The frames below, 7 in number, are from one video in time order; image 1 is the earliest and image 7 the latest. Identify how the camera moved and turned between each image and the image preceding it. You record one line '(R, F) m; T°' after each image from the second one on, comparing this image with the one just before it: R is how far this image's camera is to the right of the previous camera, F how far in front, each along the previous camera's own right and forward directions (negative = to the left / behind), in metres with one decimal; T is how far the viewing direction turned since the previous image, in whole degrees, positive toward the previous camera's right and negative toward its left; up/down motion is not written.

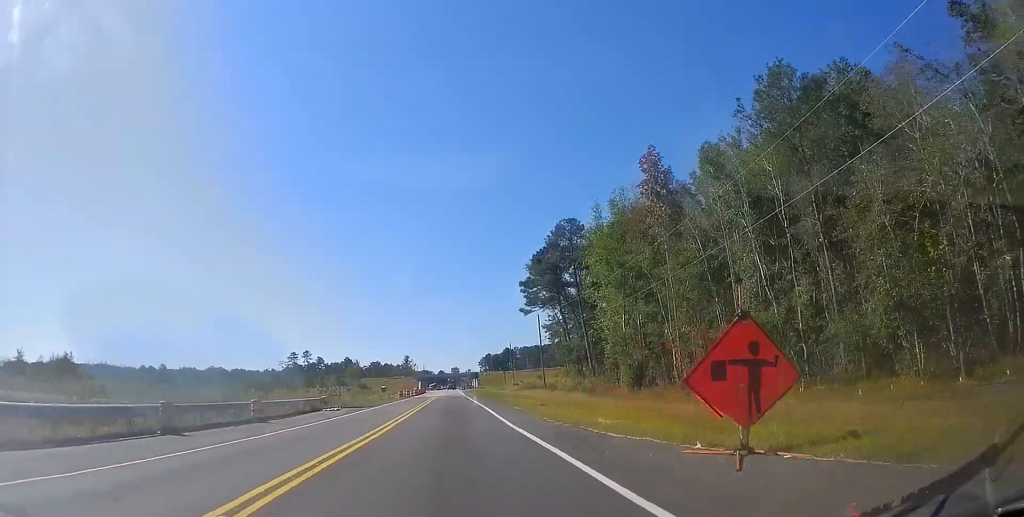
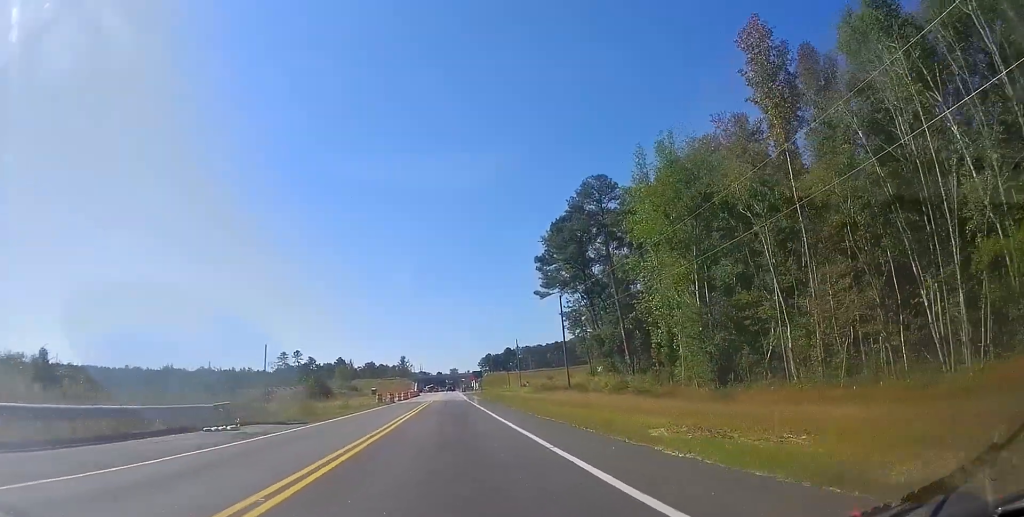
(+0.3, +21.1) m; +1°
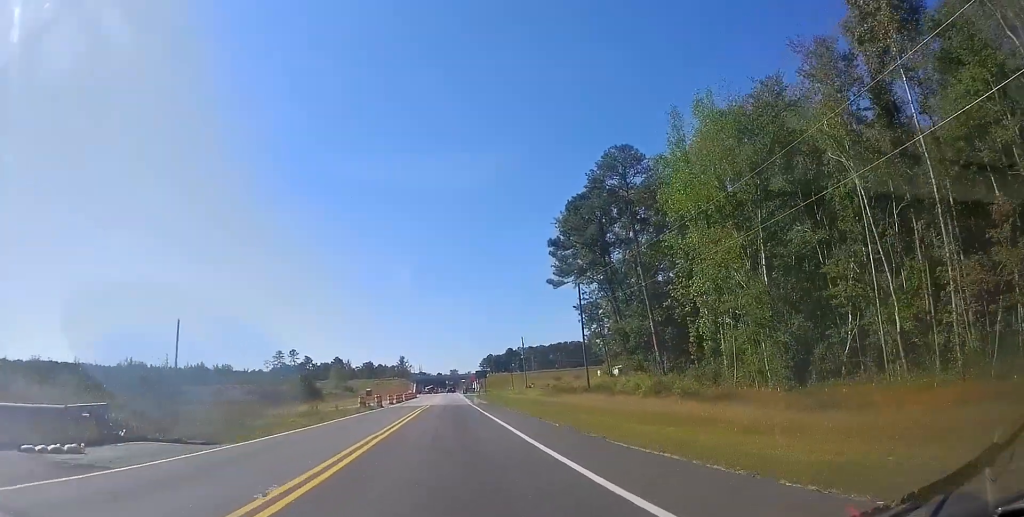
(0.0, +10.8) m; 0°
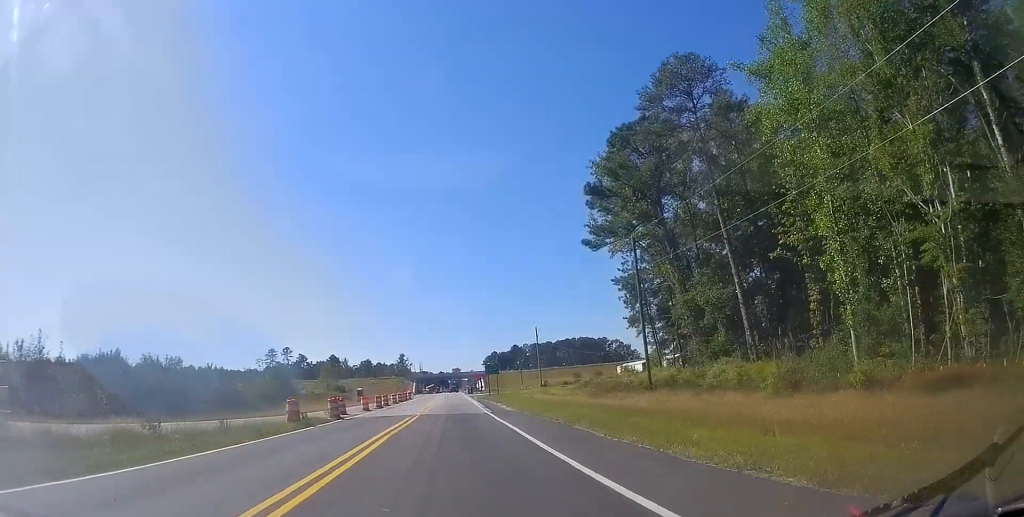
(0.0, +20.4) m; -1°
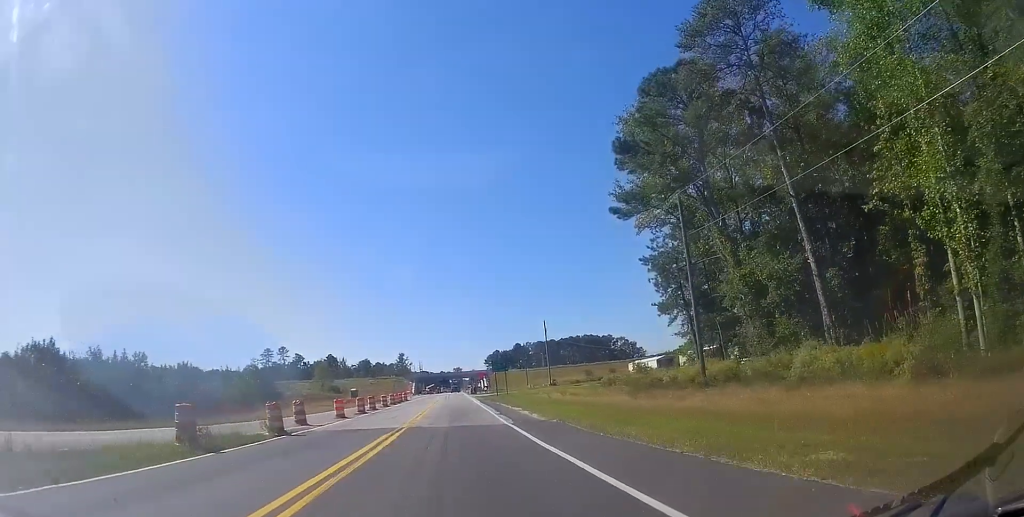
(-0.1, +10.3) m; -1°
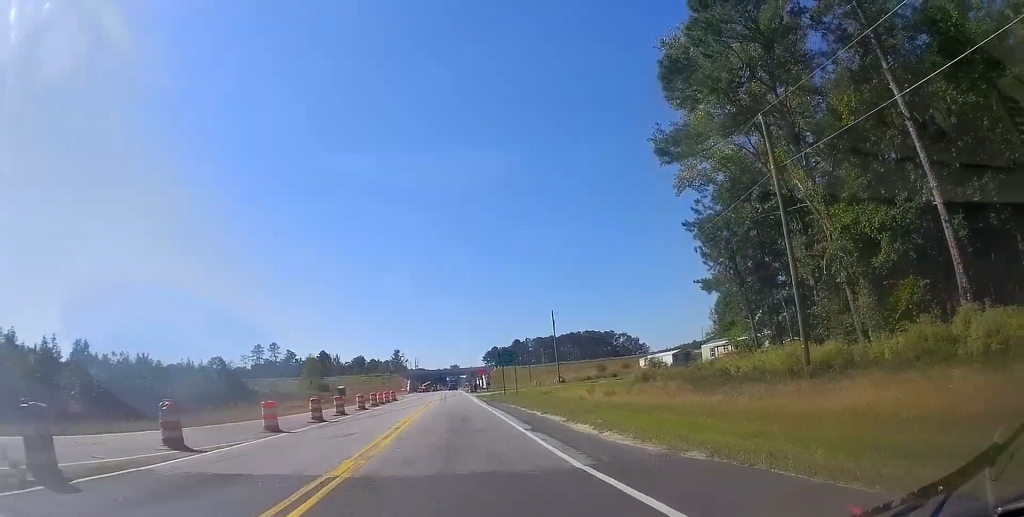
(-0.1, +12.1) m; -1°
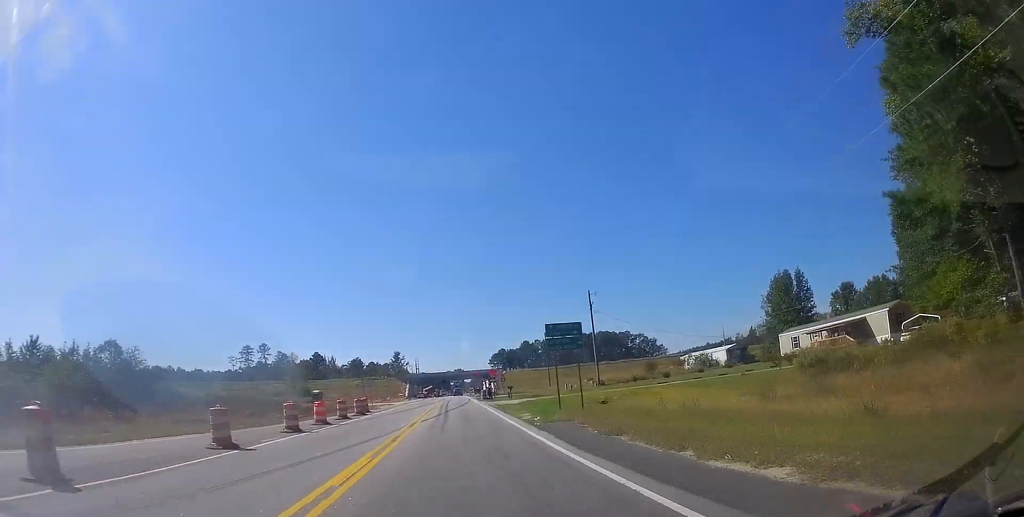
(+0.3, +24.5) m; +2°
